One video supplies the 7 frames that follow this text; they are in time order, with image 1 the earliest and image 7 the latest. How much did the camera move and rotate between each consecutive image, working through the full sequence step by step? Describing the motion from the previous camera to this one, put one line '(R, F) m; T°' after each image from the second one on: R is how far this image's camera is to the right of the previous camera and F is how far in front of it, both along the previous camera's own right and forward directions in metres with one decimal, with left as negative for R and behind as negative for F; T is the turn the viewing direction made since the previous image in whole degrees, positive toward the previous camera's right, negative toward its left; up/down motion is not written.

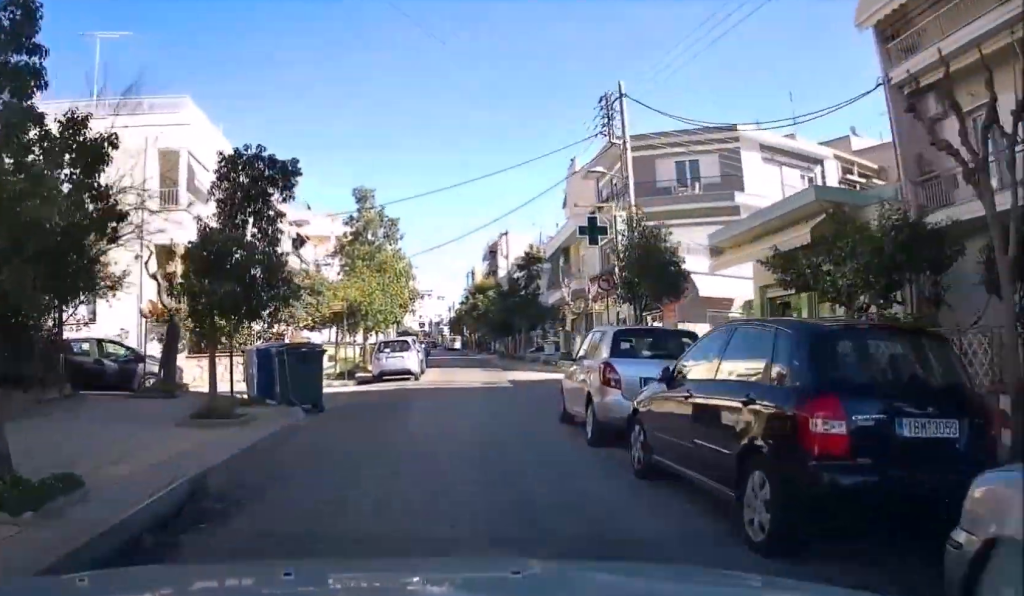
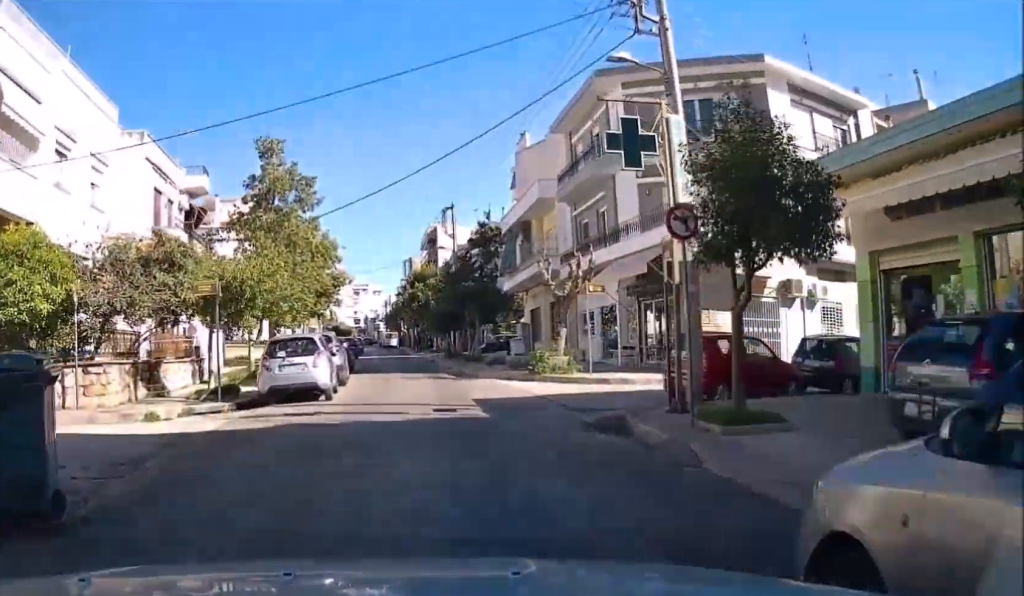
(+0.3, +10.3) m; +2°
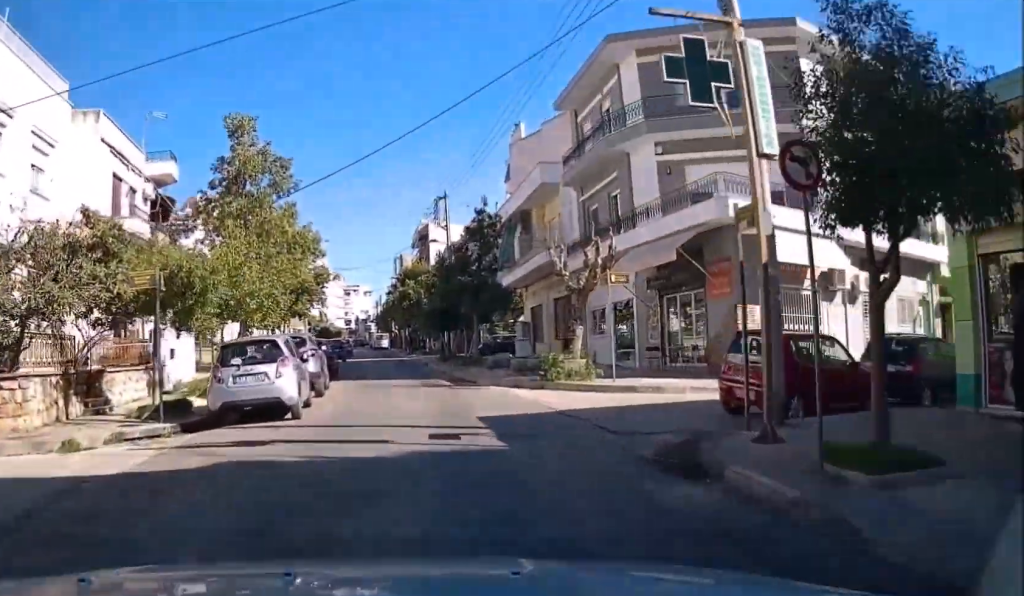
(+0.1, +3.8) m; 0°
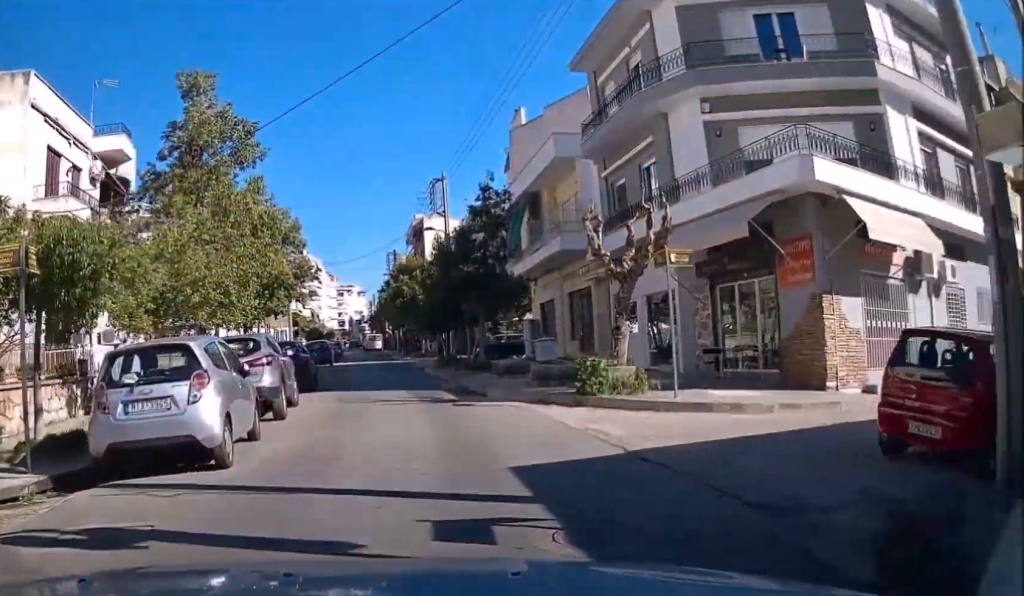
(-0.1, +5.3) m; -1°
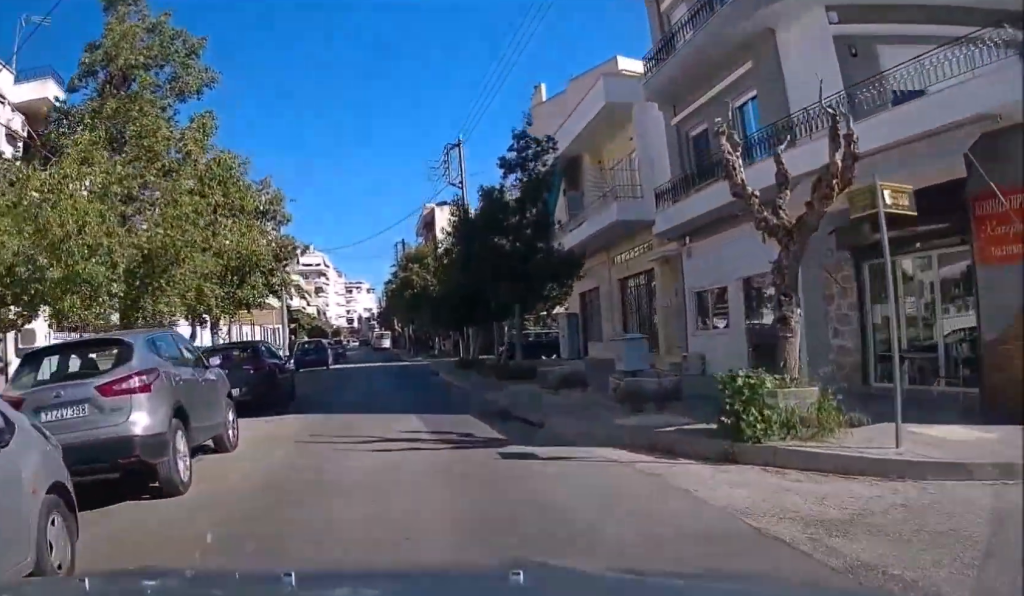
(-0.1, +7.0) m; 0°
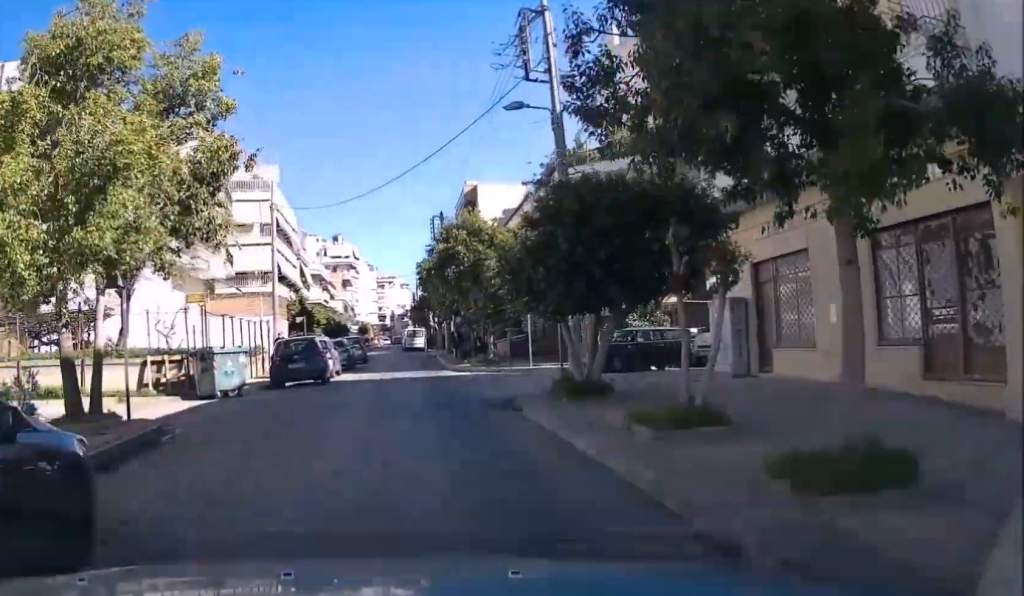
(0.0, +13.9) m; 0°
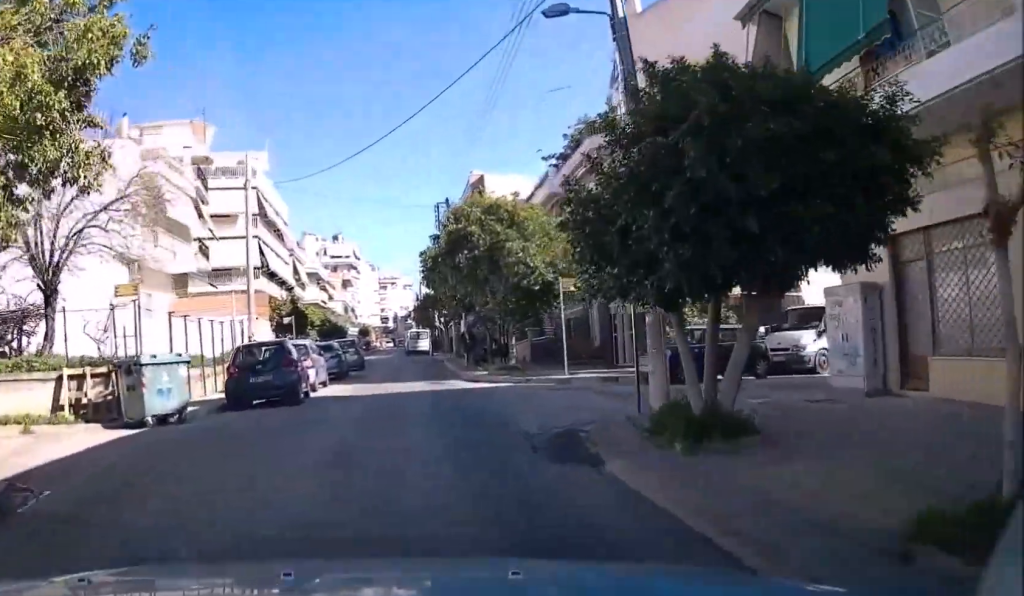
(0.0, +5.8) m; 0°
